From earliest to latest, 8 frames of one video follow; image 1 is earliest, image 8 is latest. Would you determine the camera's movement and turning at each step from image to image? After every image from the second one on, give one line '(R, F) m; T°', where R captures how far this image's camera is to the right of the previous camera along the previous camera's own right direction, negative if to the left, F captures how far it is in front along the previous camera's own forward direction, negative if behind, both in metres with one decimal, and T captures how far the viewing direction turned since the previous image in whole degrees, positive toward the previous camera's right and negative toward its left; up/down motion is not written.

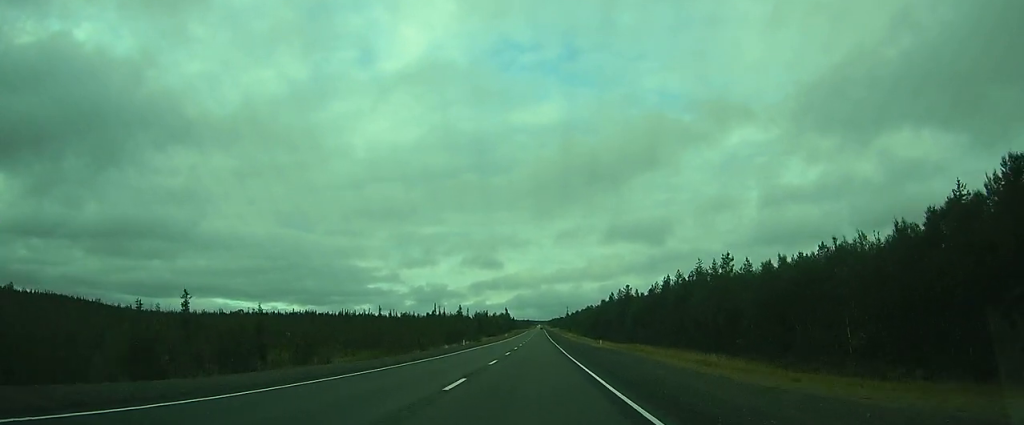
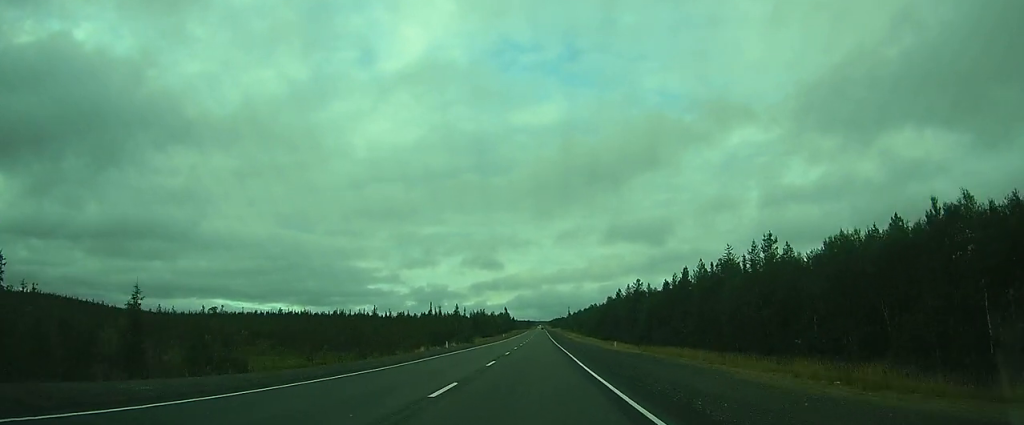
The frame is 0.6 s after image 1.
(0.0, +13.3) m; 0°
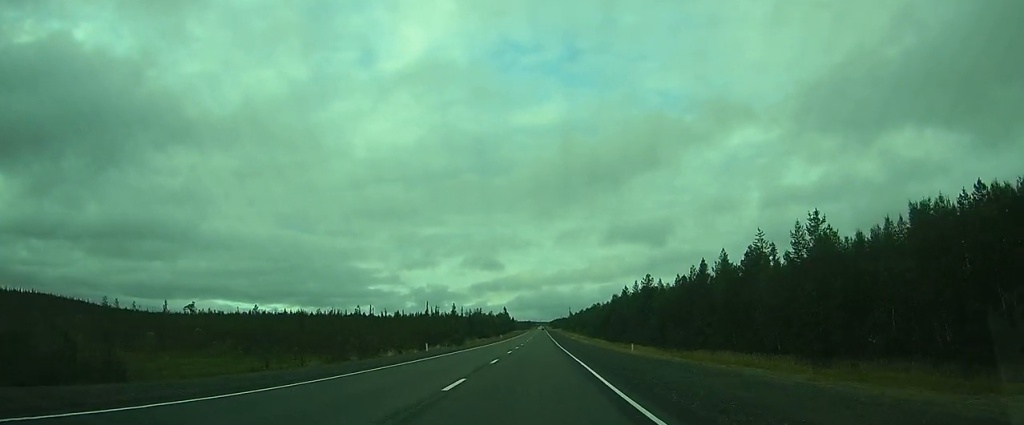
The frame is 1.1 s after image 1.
(-0.1, +10.4) m; 0°
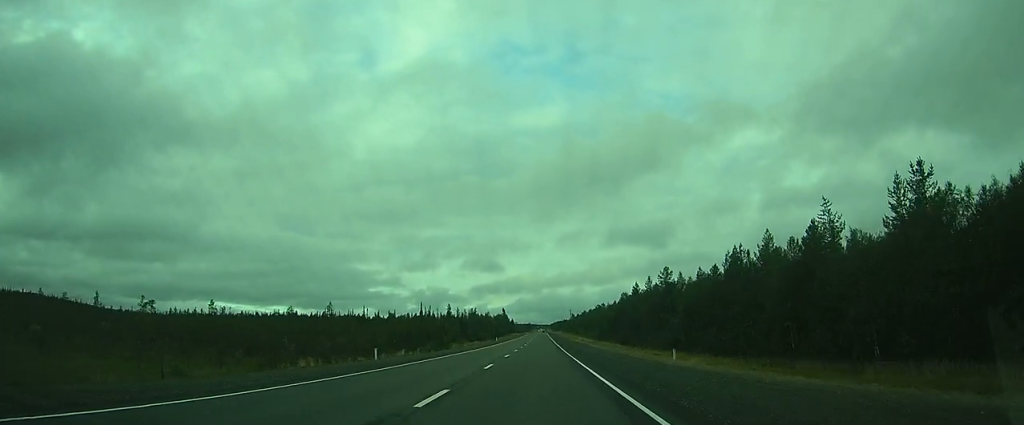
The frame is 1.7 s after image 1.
(0.0, +14.9) m; 0°
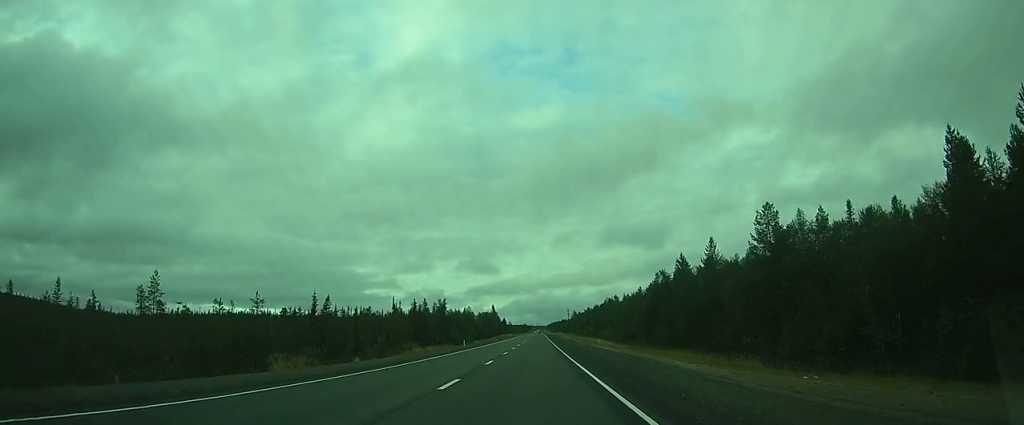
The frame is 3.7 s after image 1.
(-0.2, +44.3) m; -1°
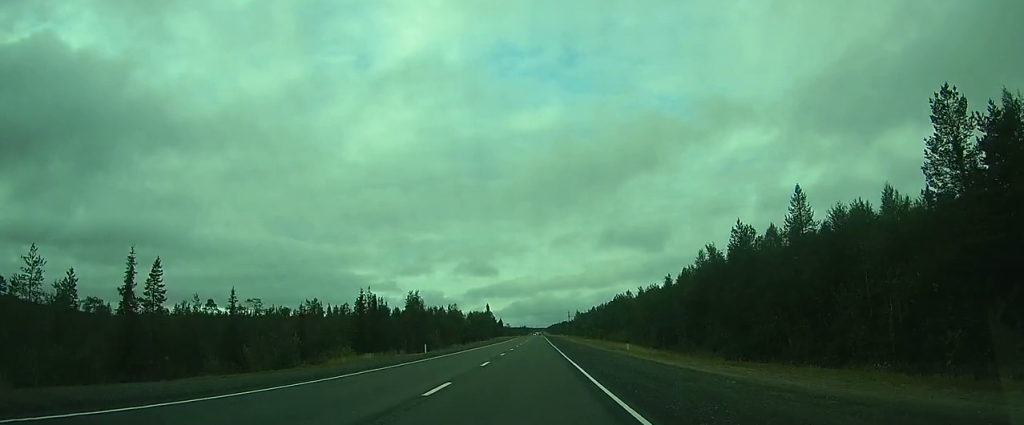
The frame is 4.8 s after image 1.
(-0.1, +25.0) m; 0°
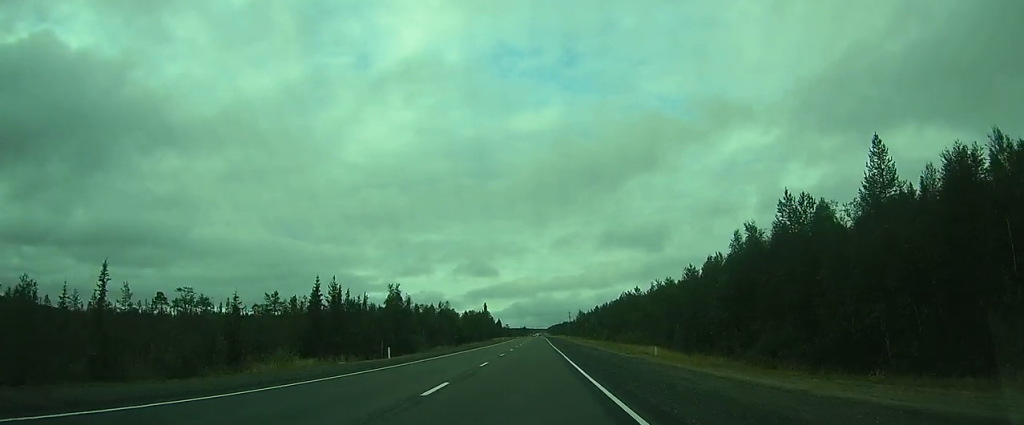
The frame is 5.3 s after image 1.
(0.0, +12.1) m; 0°
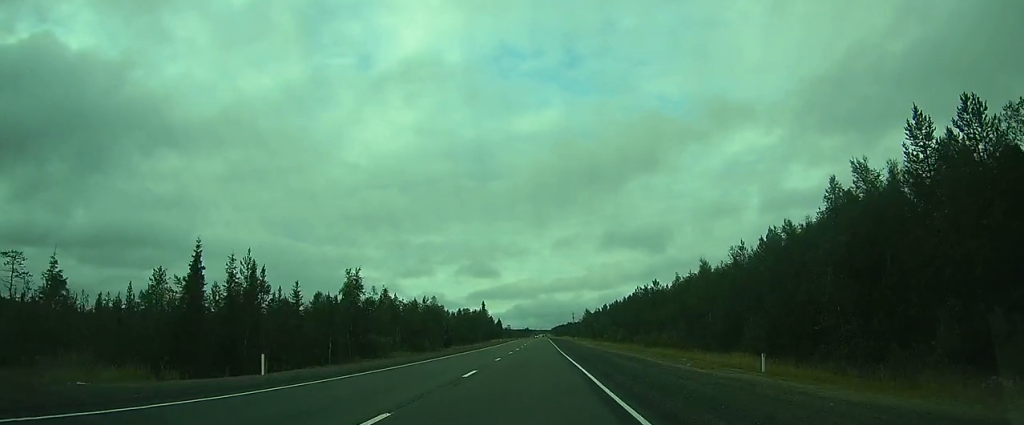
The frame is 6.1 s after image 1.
(-0.1, +18.2) m; 0°
